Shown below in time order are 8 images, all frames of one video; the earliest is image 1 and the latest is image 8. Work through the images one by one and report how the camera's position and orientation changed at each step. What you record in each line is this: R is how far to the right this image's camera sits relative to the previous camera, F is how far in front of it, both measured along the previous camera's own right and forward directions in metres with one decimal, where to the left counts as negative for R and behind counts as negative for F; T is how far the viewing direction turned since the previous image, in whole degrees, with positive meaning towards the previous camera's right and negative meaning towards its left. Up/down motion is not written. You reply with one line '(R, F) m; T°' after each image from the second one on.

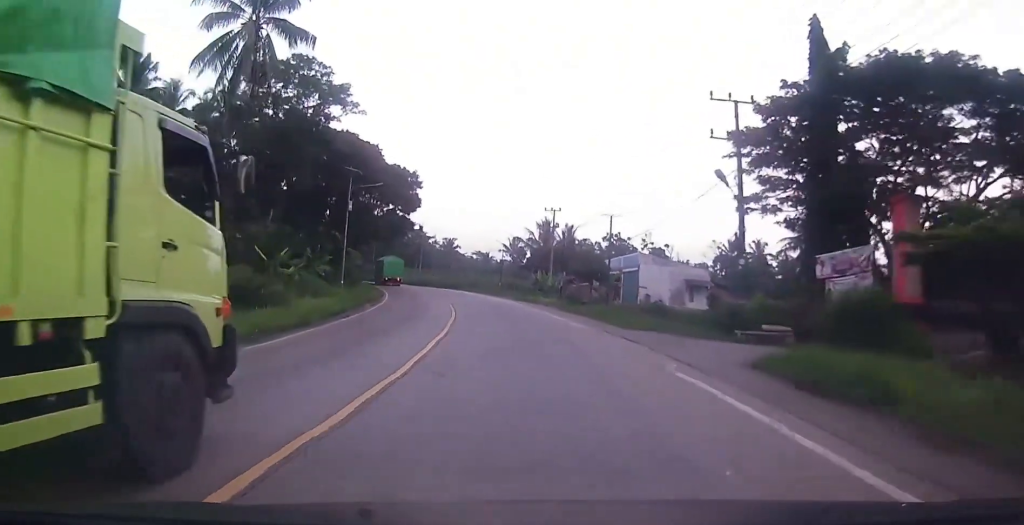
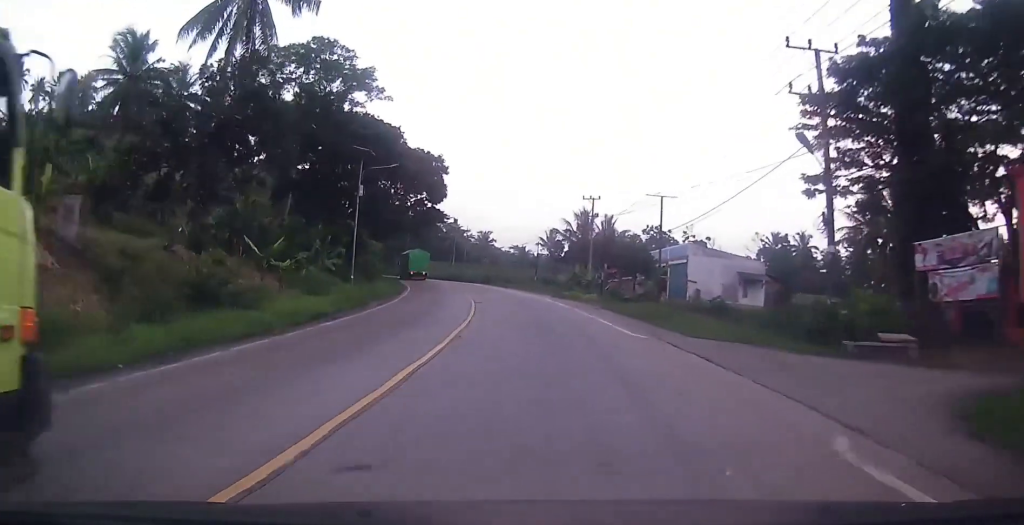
(-0.5, +5.9) m; -4°
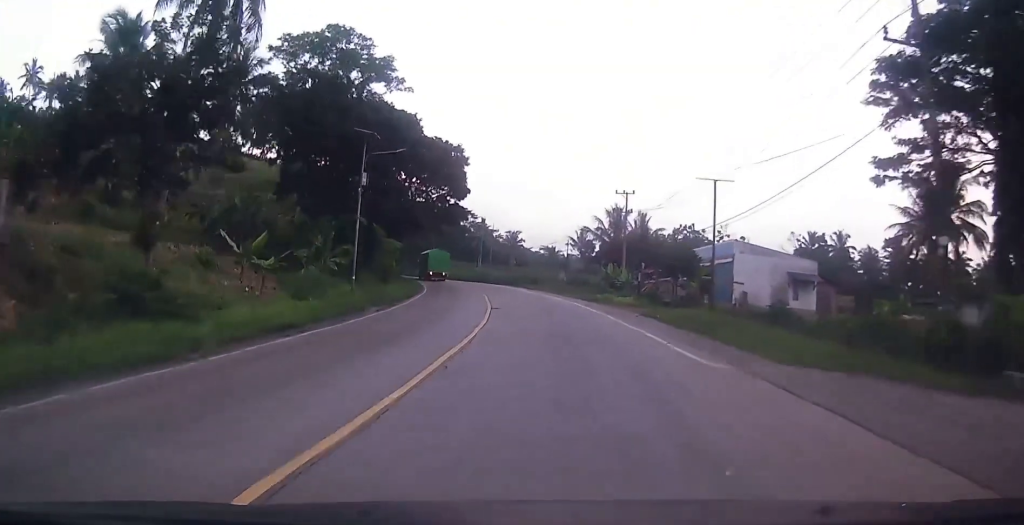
(-0.3, +5.4) m; -1°
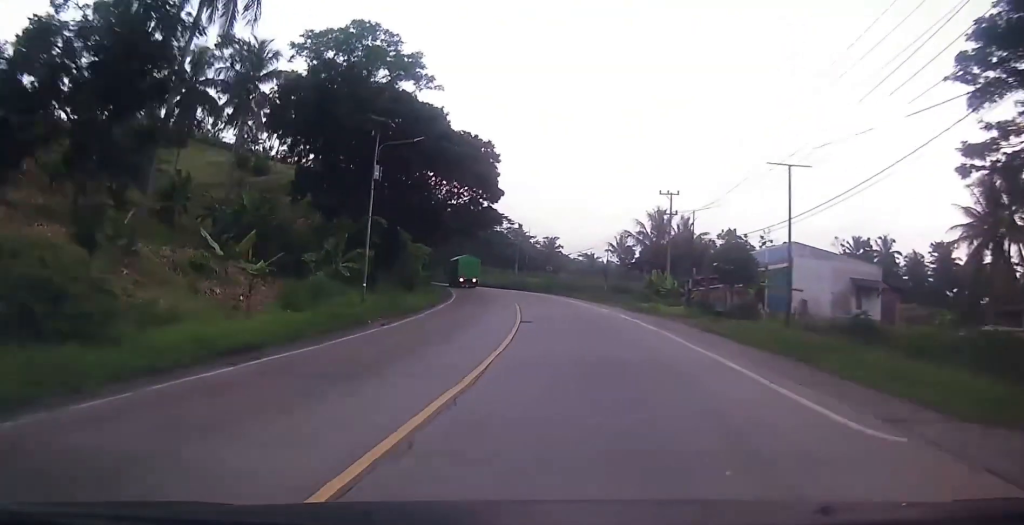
(+0.2, +4.5) m; +2°
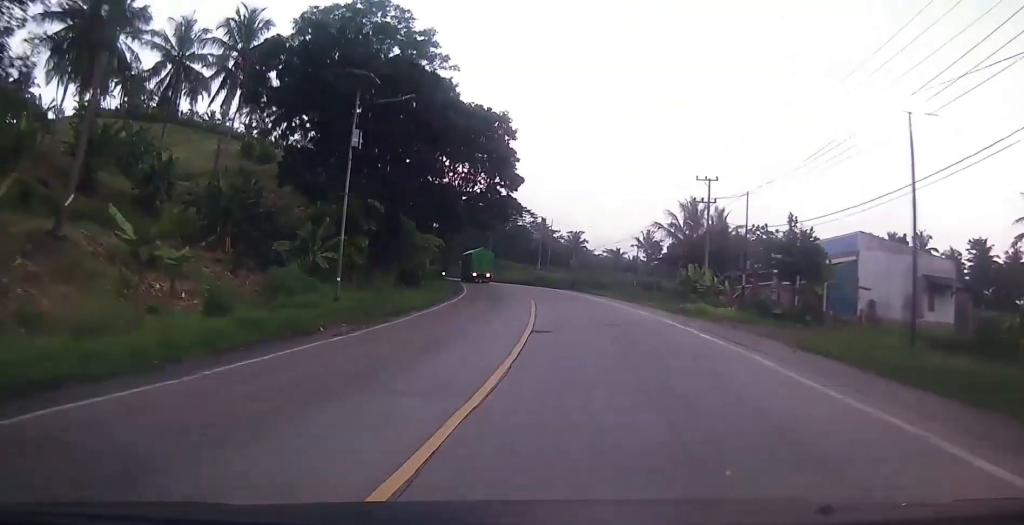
(+0.1, +6.3) m; -1°
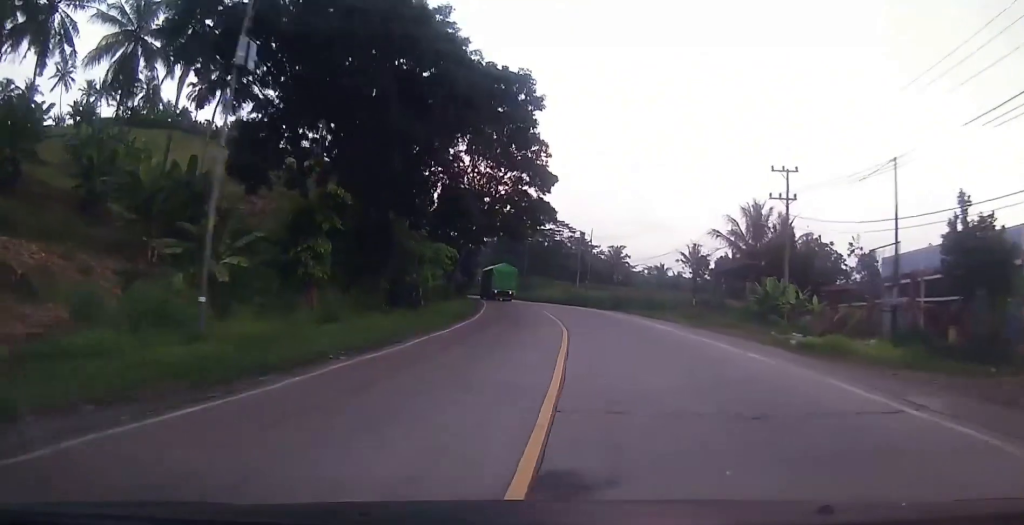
(-0.8, +11.1) m; -8°
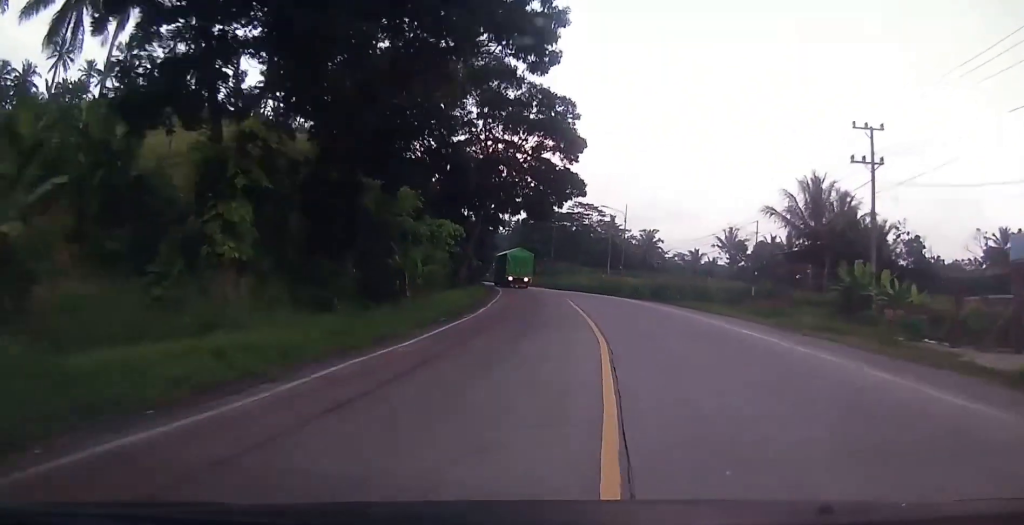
(-0.3, +9.0) m; -4°
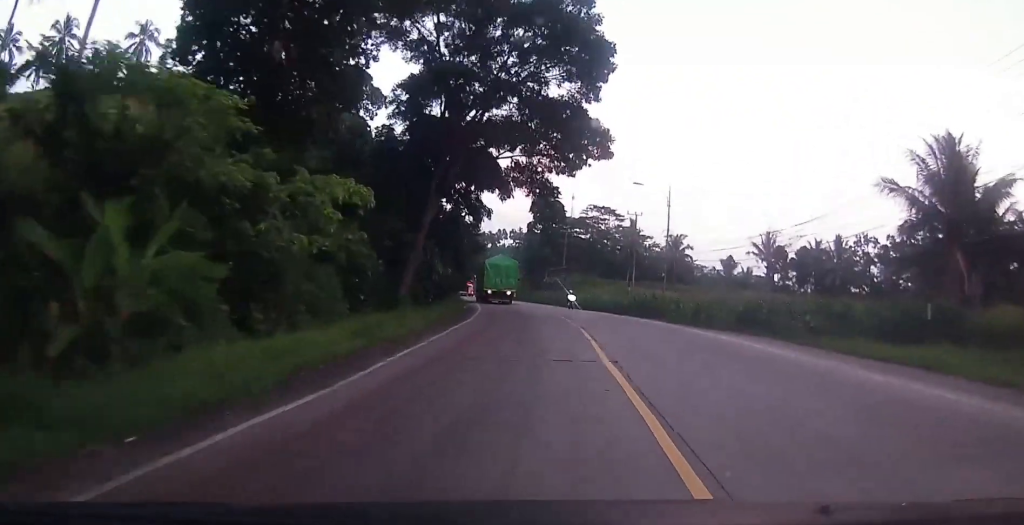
(-1.3, +19.8) m; -7°
